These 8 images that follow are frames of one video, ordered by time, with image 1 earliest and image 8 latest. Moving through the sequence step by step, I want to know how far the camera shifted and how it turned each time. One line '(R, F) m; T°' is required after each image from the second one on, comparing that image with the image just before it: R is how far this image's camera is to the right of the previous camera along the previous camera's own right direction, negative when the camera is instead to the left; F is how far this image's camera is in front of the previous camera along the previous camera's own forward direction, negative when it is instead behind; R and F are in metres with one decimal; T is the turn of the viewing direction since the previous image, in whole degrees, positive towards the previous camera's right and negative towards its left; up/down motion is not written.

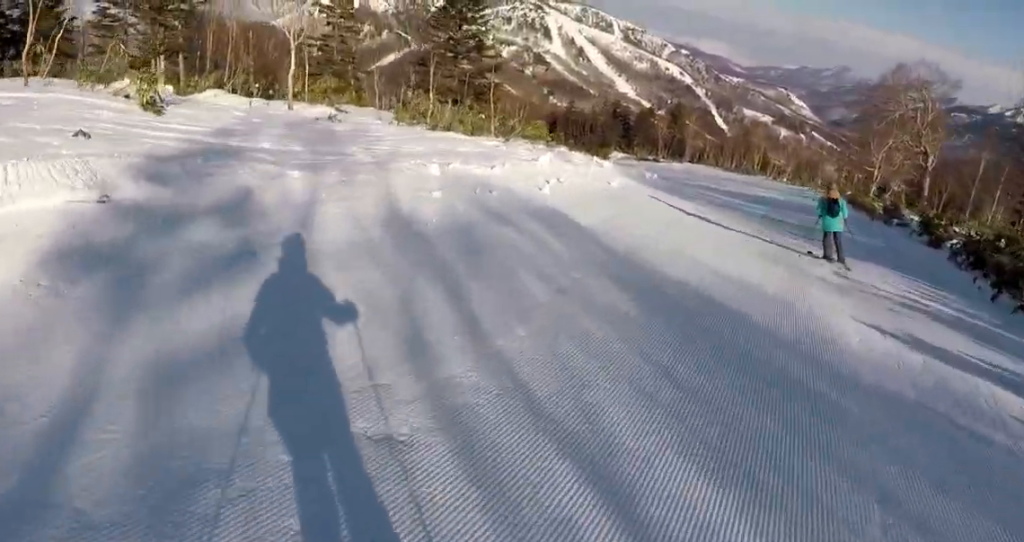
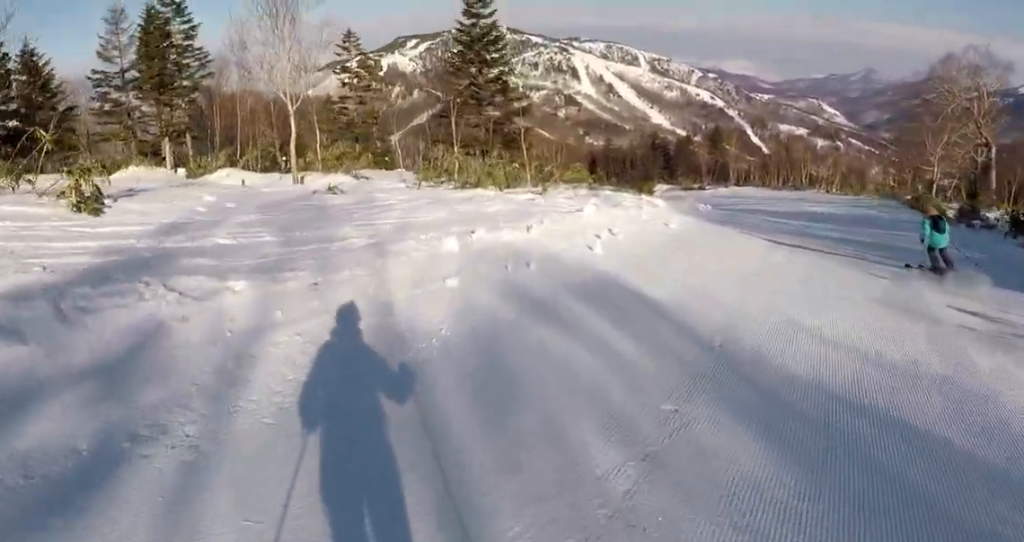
(0.0, +2.8) m; 0°
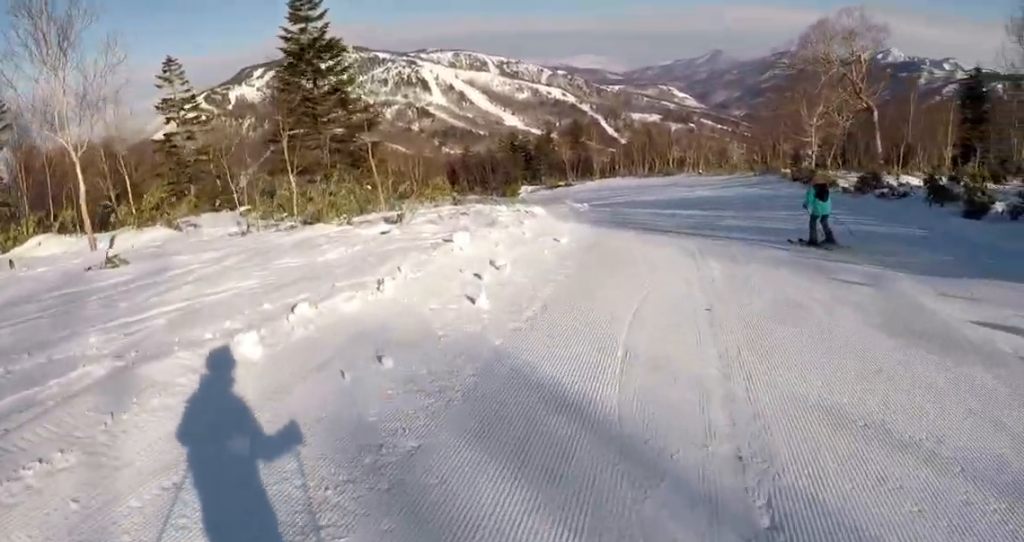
(0.0, +3.3) m; +1°
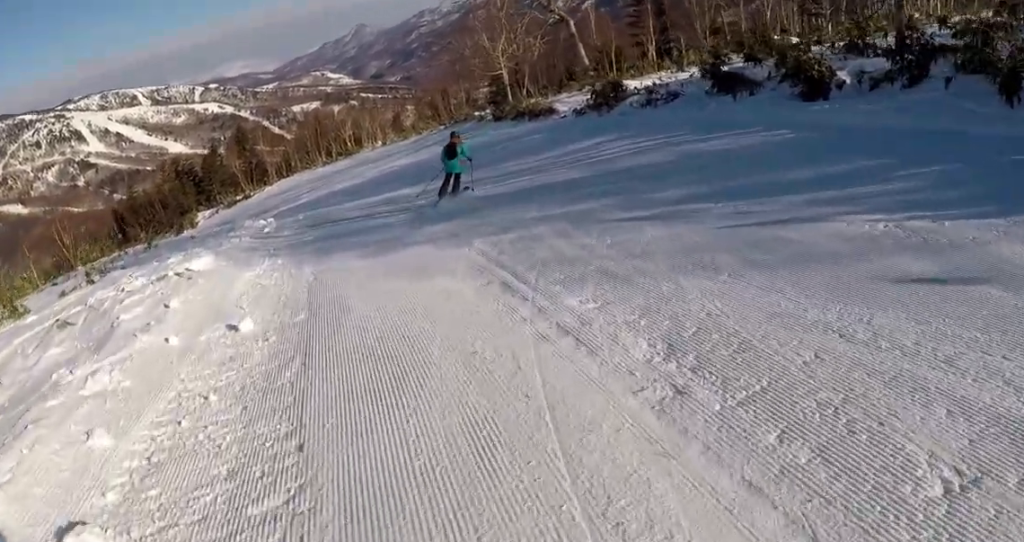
(+0.1, +6.4) m; +8°
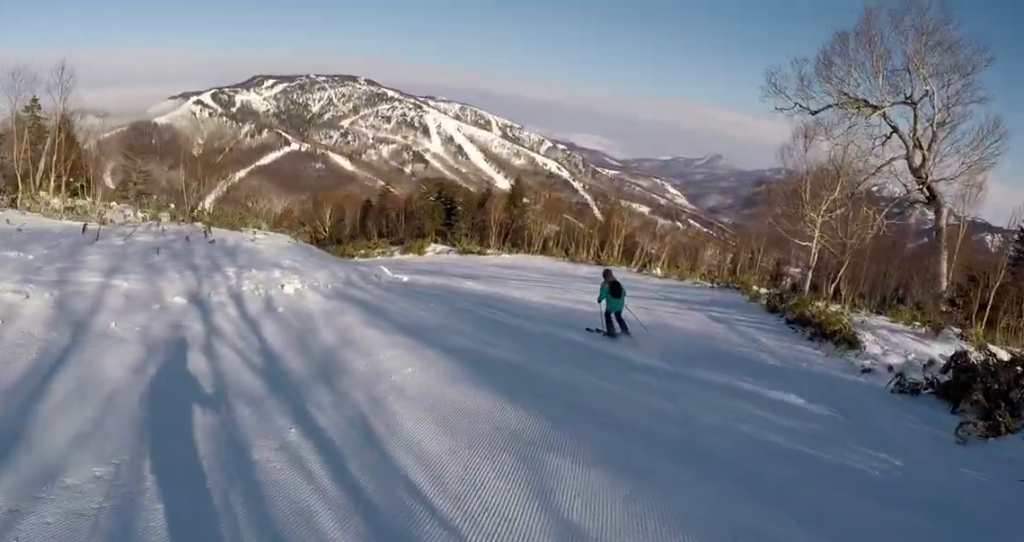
(+1.9, +13.5) m; -4°
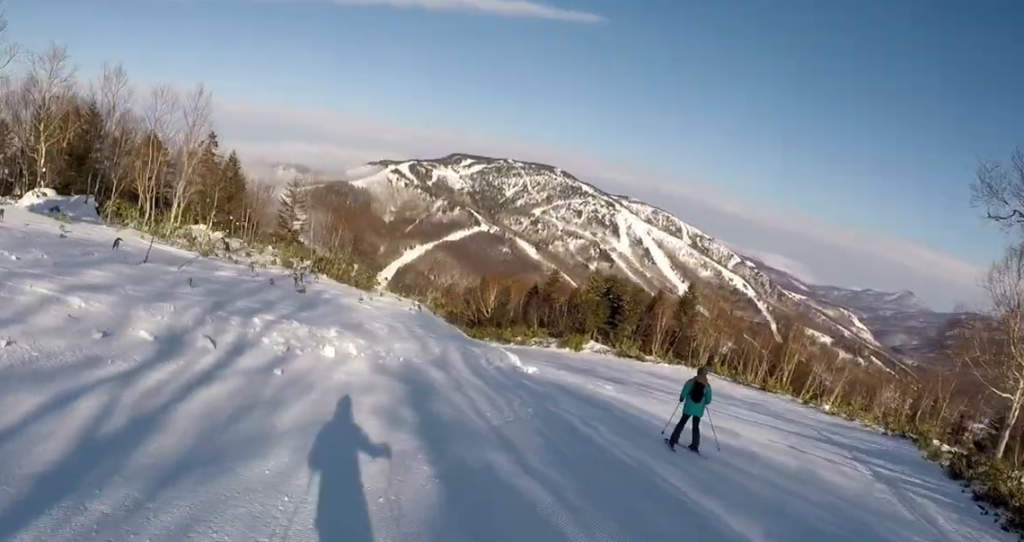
(-0.3, +3.5) m; -8°
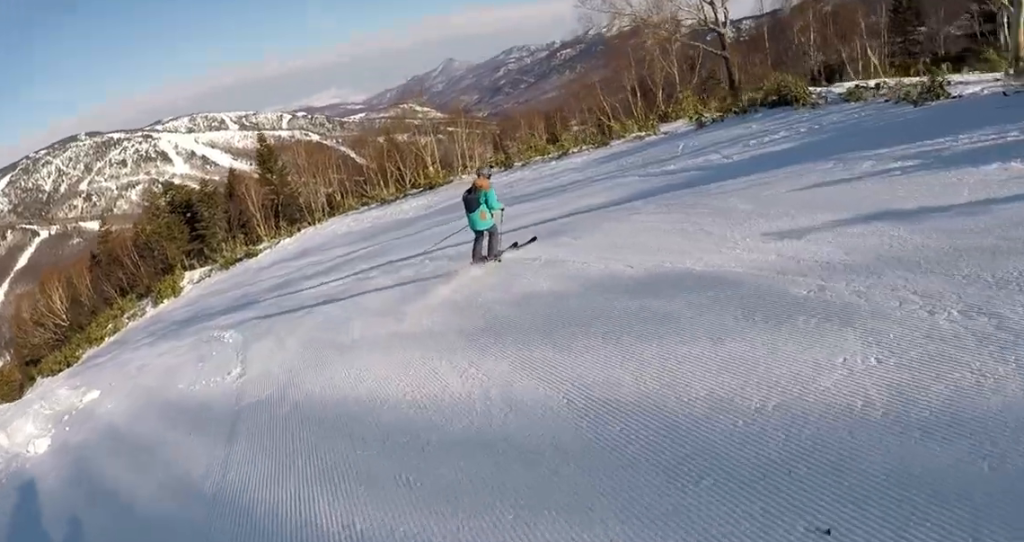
(+0.1, +12.7) m; +19°
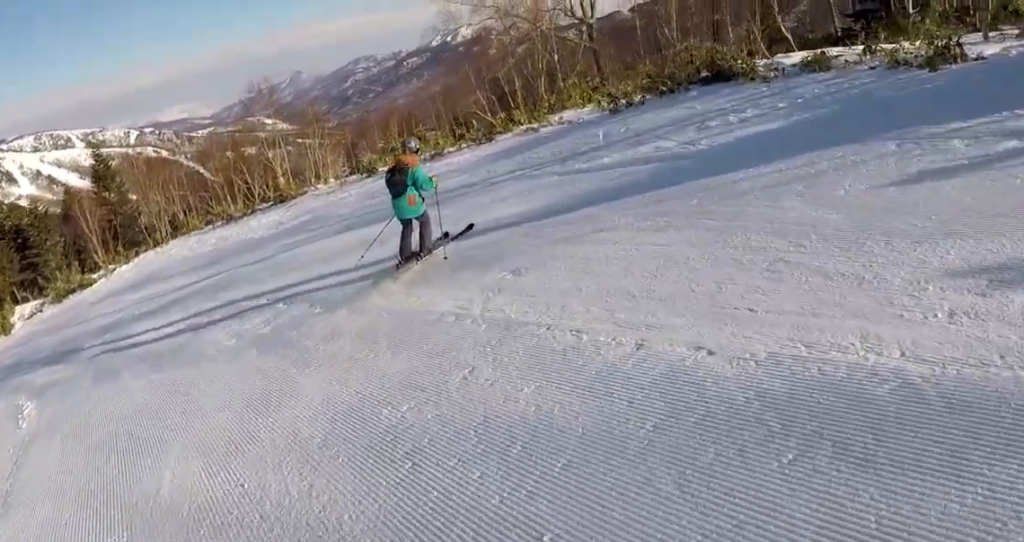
(+0.4, +2.5) m; +7°
